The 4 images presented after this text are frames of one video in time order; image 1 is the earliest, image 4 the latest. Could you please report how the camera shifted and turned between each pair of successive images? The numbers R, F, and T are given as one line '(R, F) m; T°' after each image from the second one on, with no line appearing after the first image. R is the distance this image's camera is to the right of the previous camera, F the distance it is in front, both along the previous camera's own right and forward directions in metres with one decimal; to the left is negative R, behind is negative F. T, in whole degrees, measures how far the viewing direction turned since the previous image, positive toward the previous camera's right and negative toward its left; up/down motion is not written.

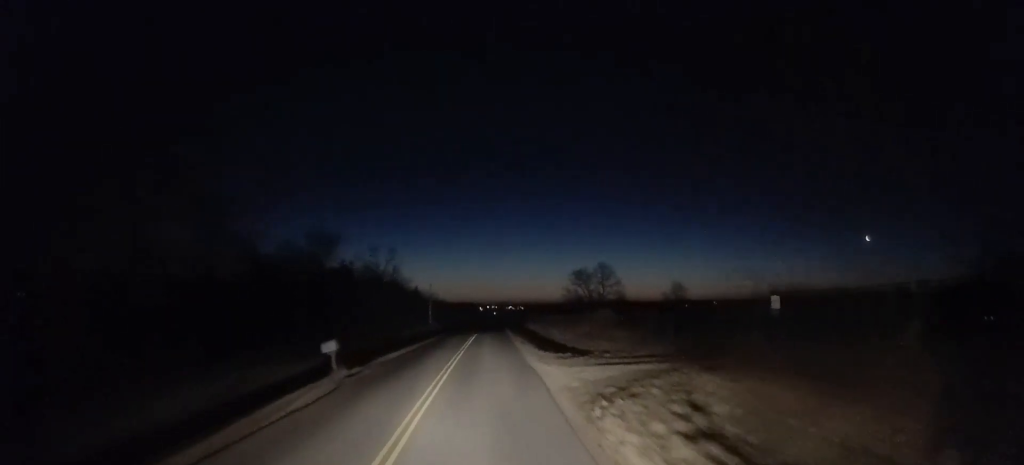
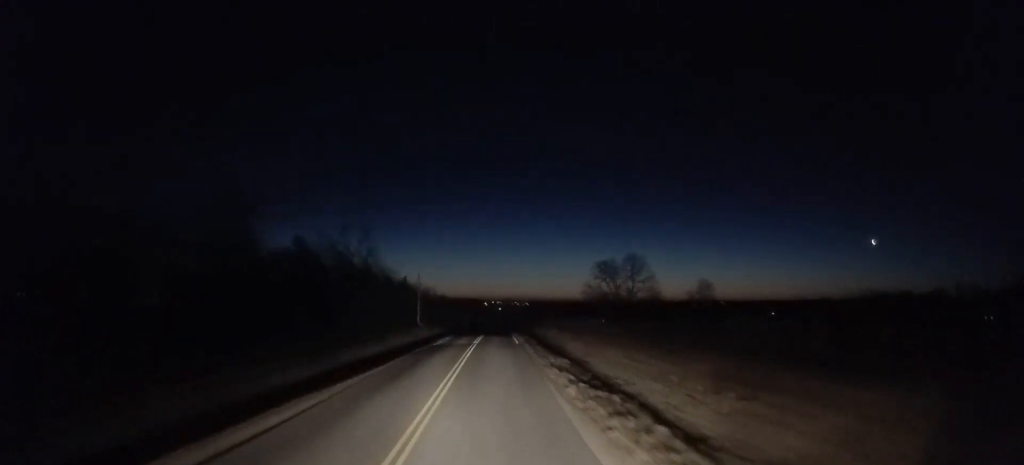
(-0.1, +24.3) m; 0°
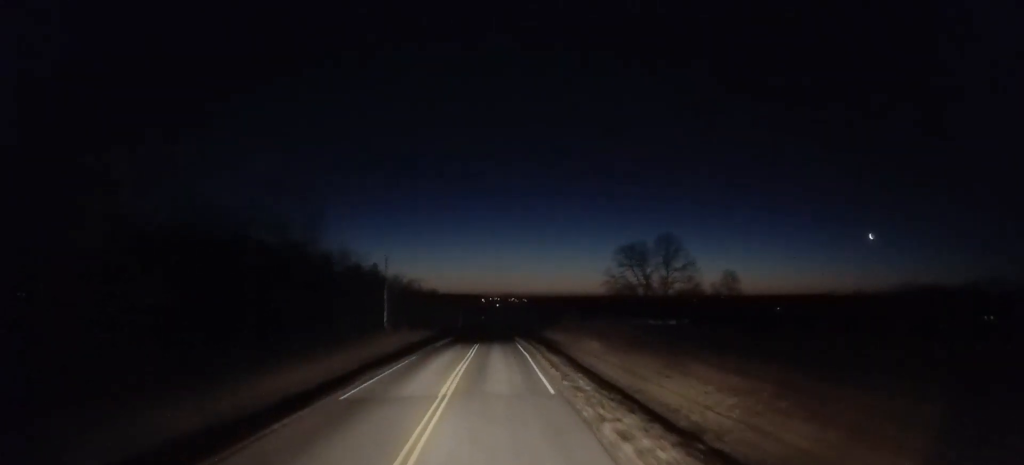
(0.0, +24.6) m; 0°
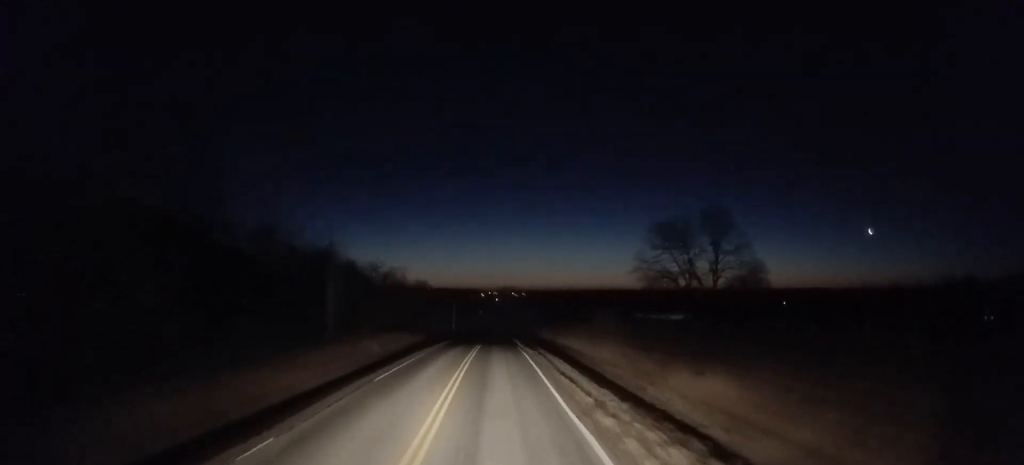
(0.0, +20.8) m; -1°
